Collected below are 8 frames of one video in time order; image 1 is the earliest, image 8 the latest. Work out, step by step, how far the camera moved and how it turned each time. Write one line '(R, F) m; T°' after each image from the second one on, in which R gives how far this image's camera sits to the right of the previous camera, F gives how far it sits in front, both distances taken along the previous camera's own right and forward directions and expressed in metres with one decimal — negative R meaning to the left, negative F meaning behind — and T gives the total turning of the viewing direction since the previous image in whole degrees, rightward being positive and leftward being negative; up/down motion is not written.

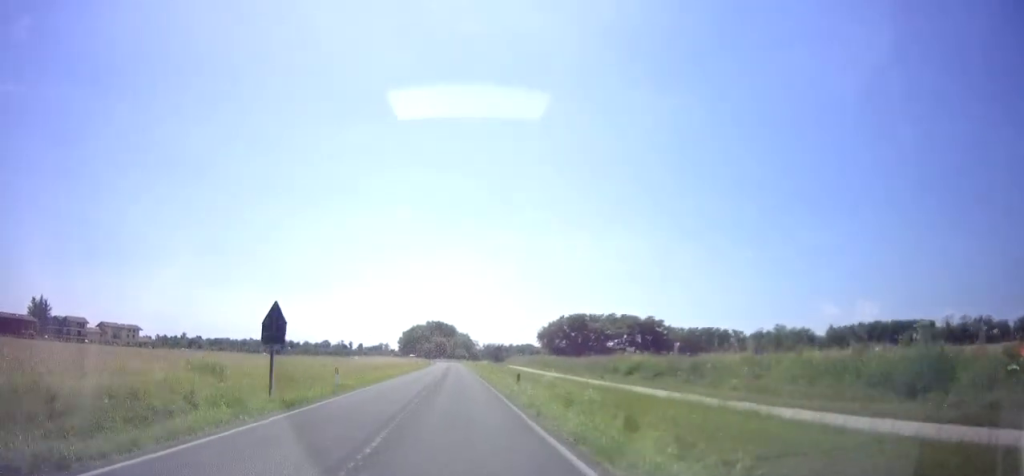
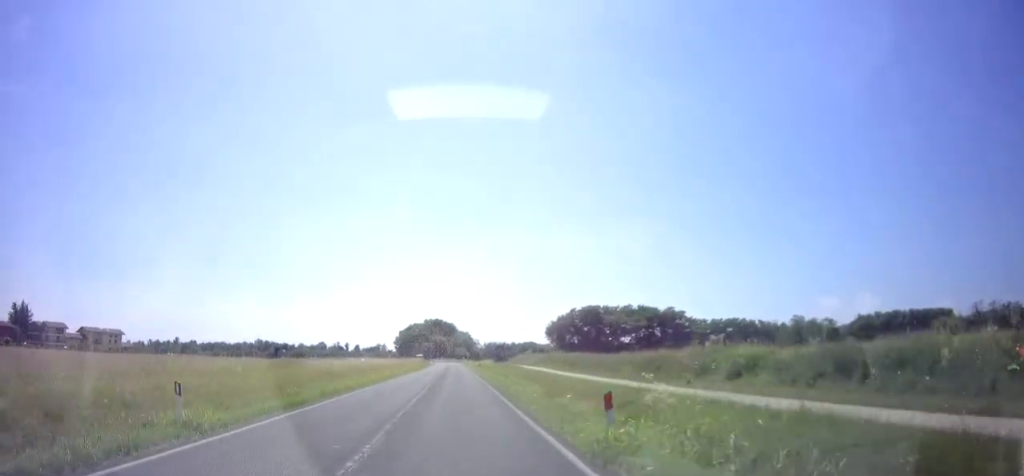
(0.0, +13.2) m; -1°
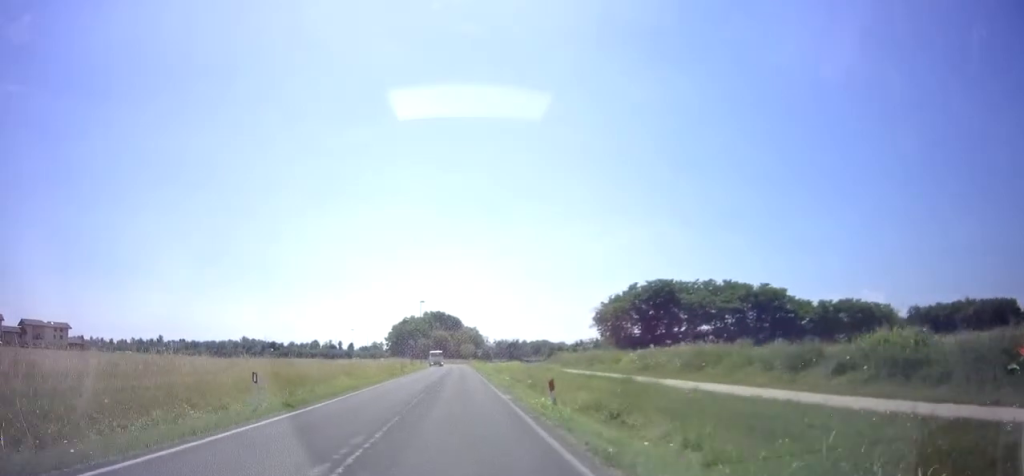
(-0.4, +36.4) m; 0°
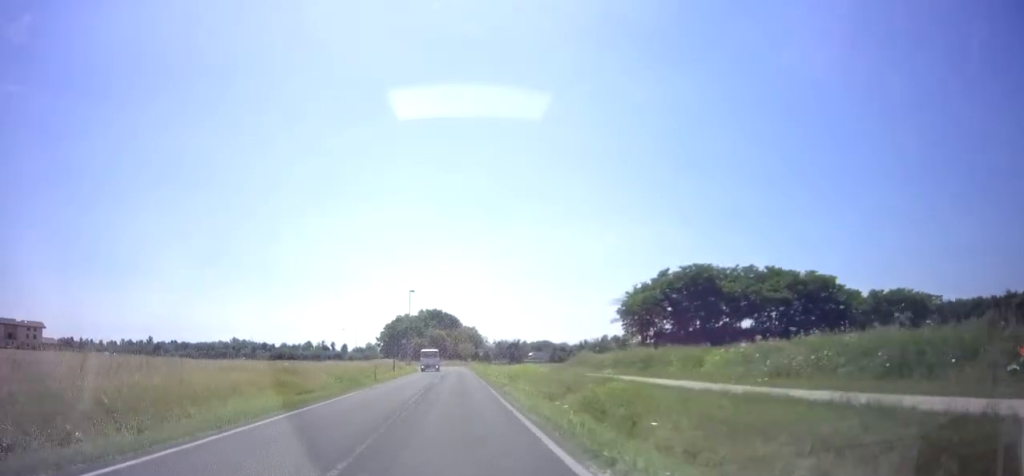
(+0.1, +13.1) m; +1°
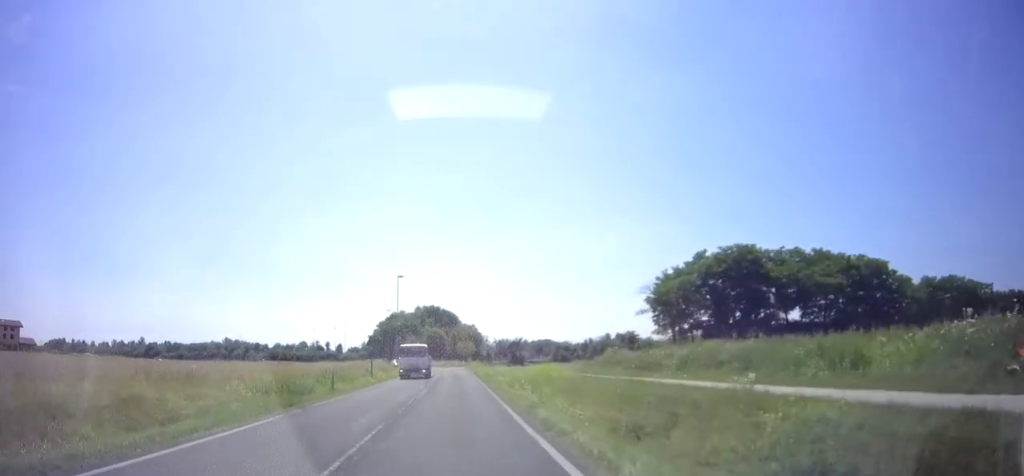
(0.0, +10.4) m; 0°
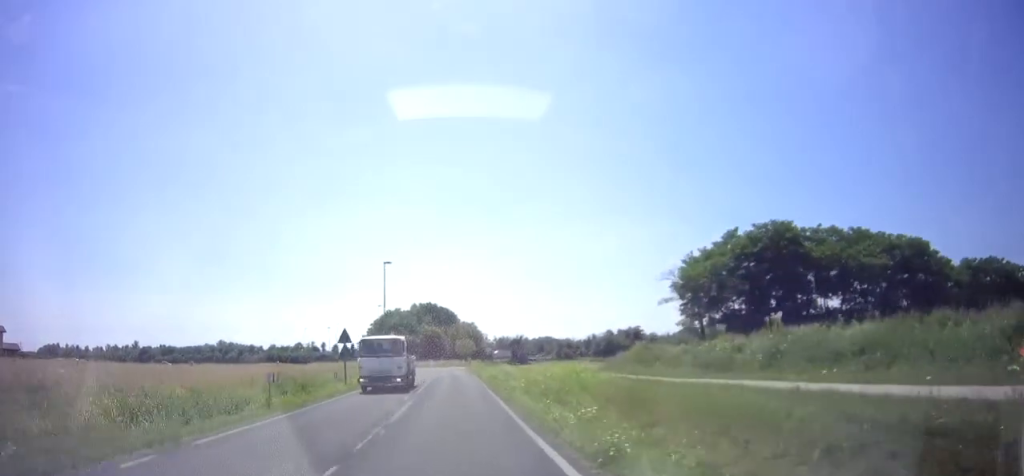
(+0.2, +7.2) m; -1°
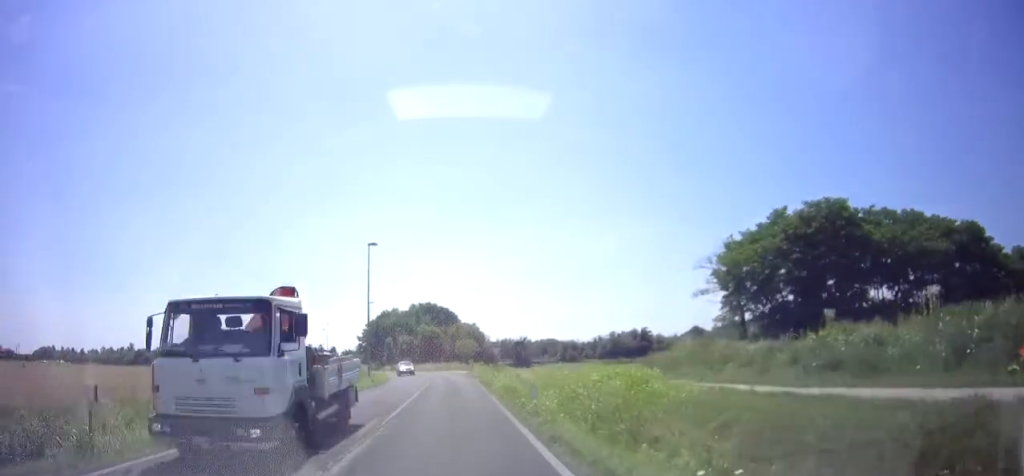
(+0.2, +7.7) m; -1°
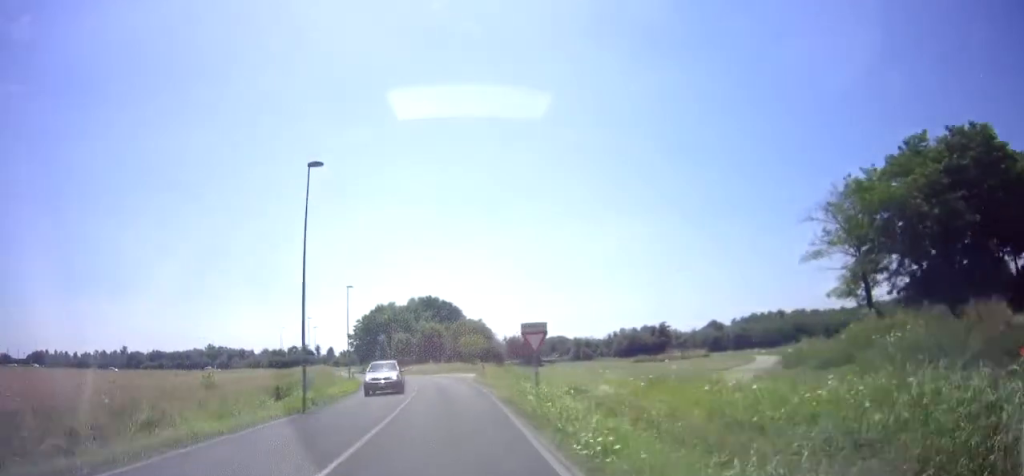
(-0.7, +14.8) m; -3°
